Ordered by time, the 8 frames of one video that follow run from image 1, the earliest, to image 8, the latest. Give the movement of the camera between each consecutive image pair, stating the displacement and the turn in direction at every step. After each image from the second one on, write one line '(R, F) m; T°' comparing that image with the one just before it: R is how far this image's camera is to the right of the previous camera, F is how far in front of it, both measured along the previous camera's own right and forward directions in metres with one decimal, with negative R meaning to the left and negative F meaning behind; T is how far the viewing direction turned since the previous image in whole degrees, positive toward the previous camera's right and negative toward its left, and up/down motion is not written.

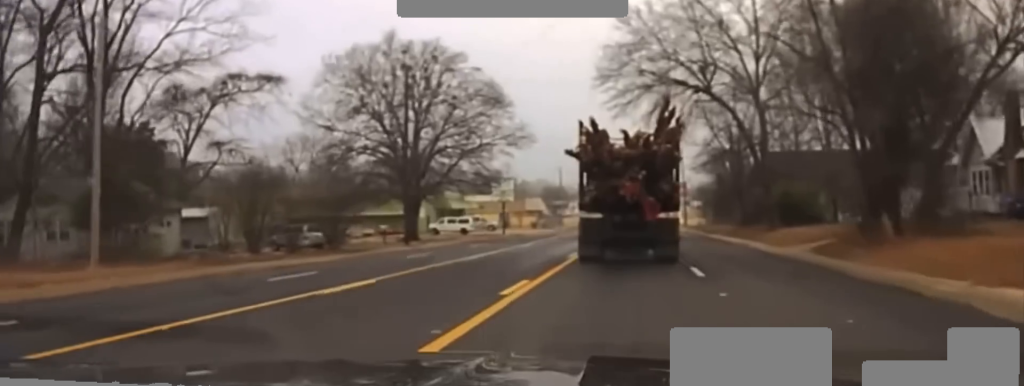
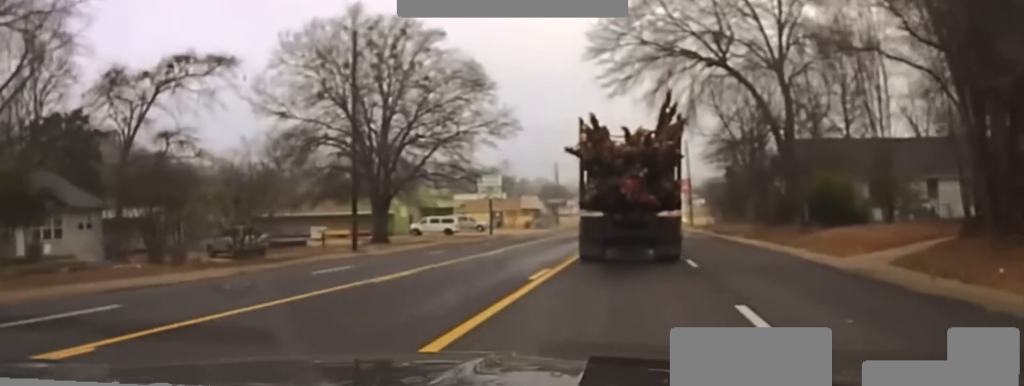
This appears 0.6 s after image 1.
(0.0, +9.0) m; 0°
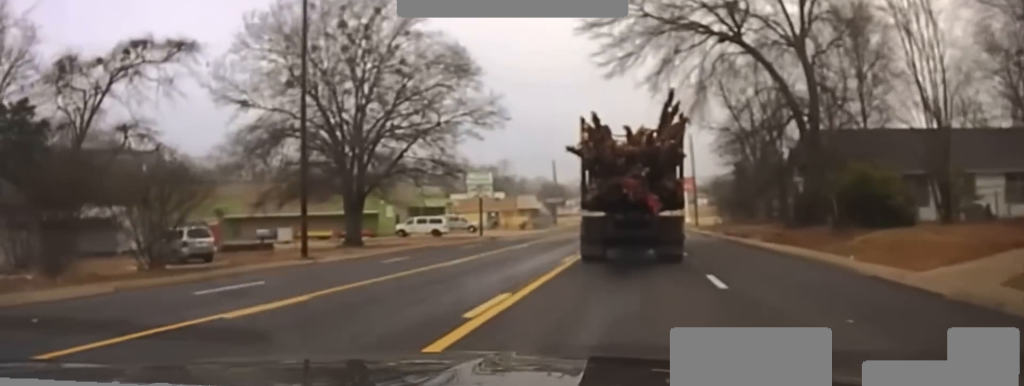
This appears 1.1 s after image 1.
(0.0, +6.2) m; 0°
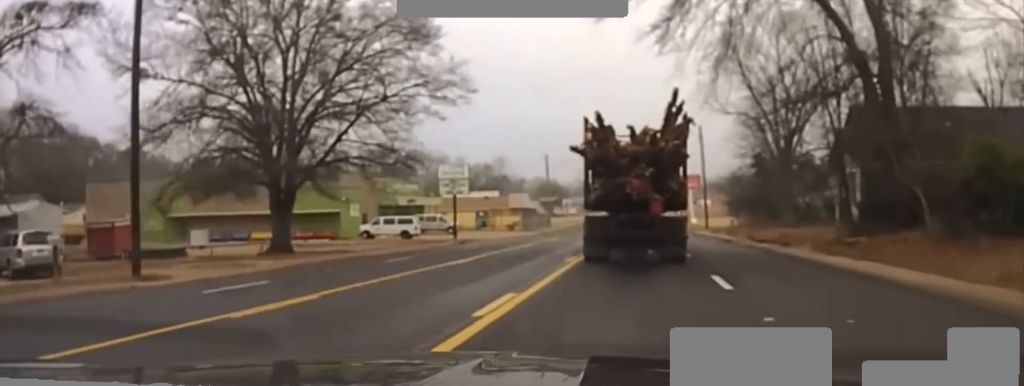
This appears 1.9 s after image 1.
(0.0, +11.9) m; 0°
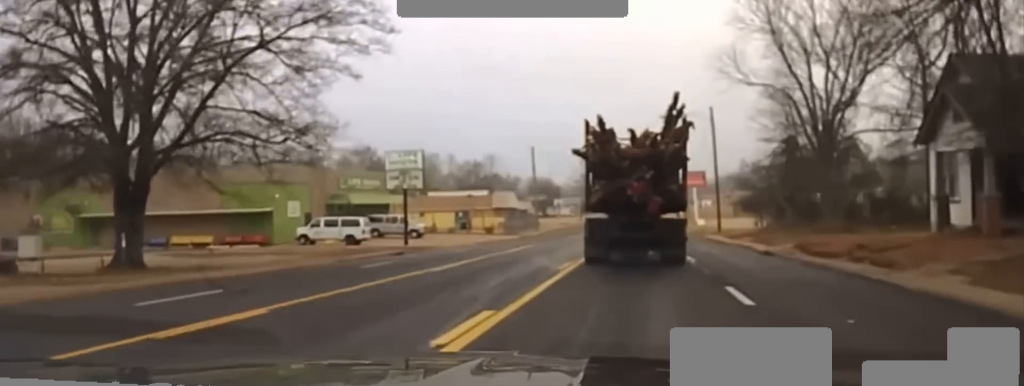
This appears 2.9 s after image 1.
(0.0, +13.9) m; 0°
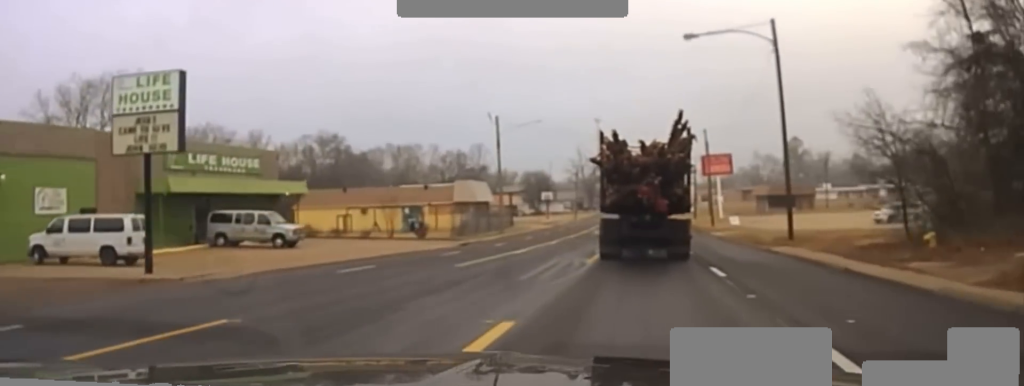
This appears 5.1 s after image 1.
(+0.3, +30.6) m; +1°
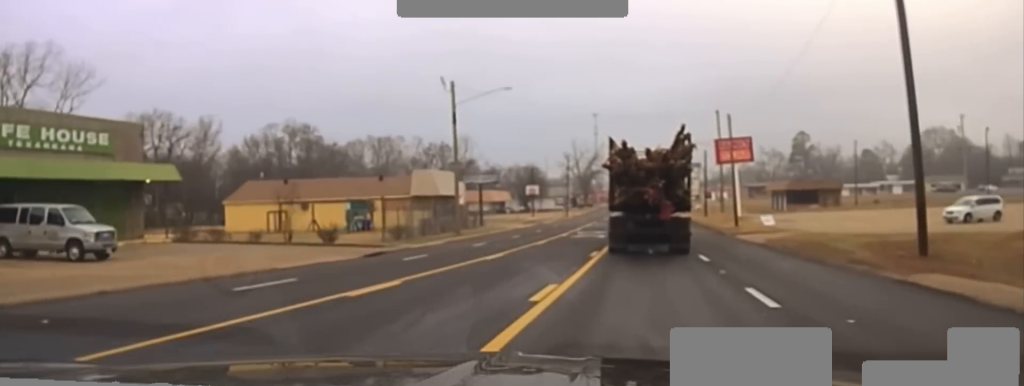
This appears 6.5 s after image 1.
(-0.2, +19.9) m; -1°
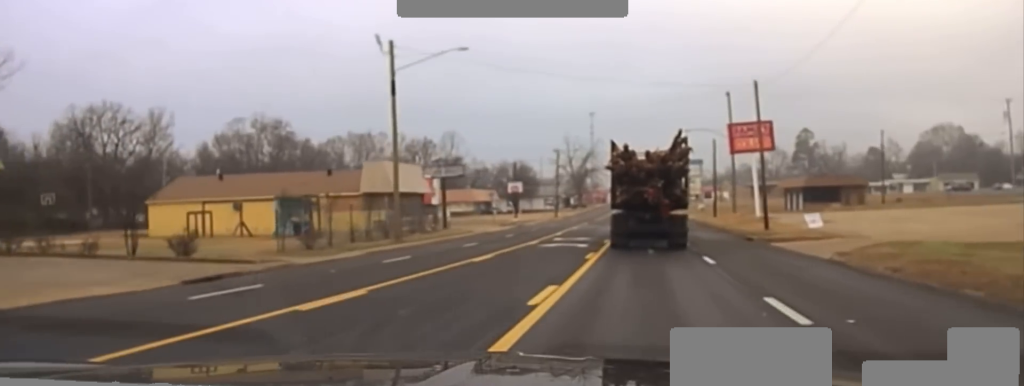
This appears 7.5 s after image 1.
(0.0, +14.7) m; +1°
